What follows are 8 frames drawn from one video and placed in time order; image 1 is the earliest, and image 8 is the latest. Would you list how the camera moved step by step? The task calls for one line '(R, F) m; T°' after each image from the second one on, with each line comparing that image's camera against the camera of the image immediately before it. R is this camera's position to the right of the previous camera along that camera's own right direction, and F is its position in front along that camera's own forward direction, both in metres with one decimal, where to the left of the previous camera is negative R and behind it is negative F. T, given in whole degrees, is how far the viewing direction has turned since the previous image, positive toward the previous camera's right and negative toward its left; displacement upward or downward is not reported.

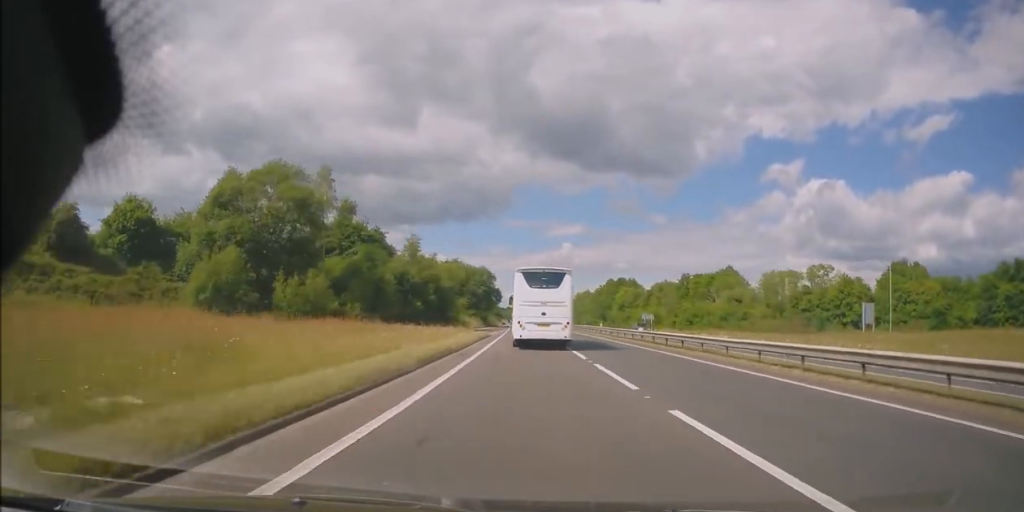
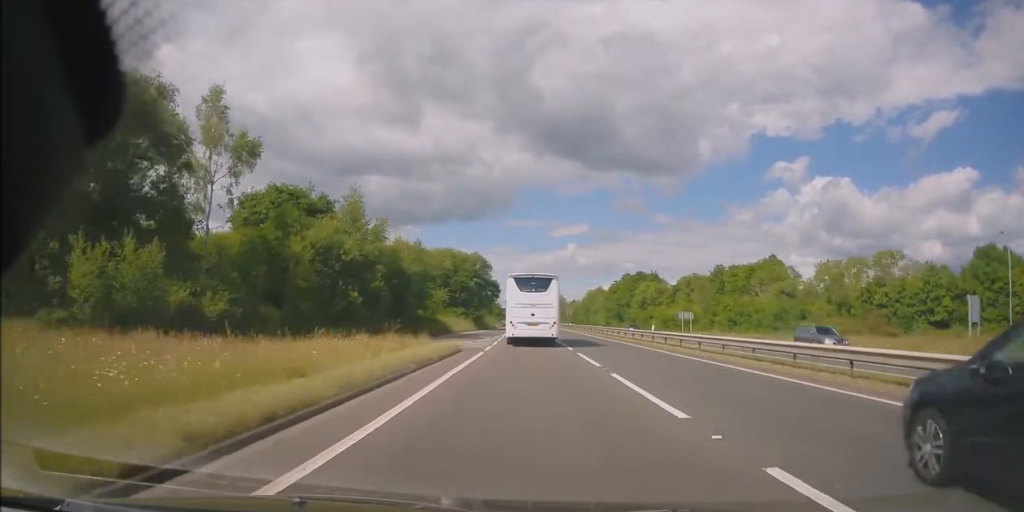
(-0.1, +21.5) m; -1°
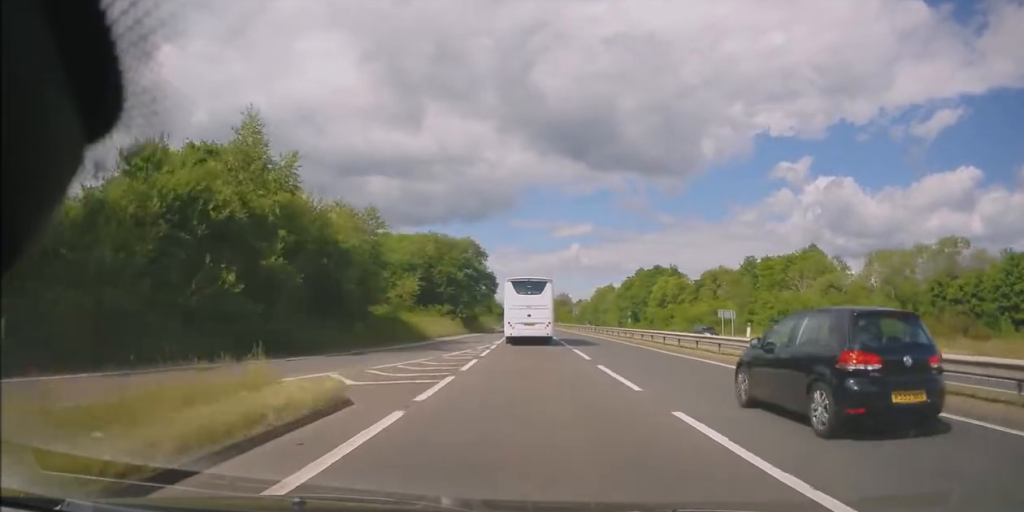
(0.0, +15.1) m; -1°
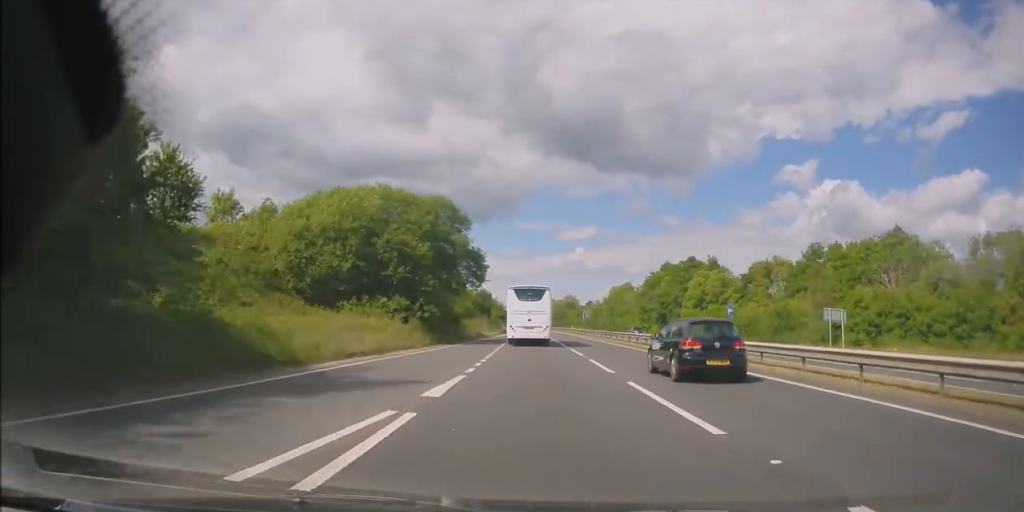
(-0.2, +23.0) m; 0°
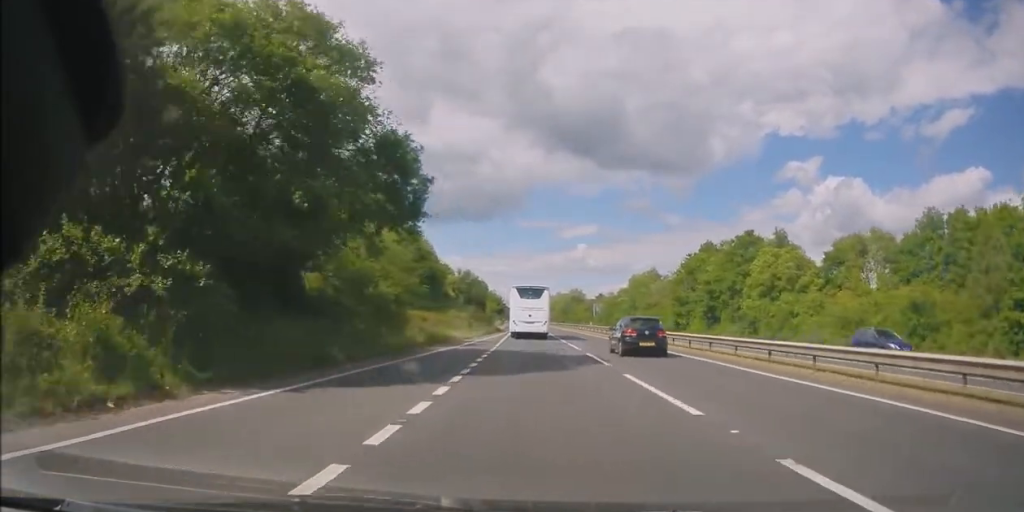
(+0.2, +26.1) m; 0°
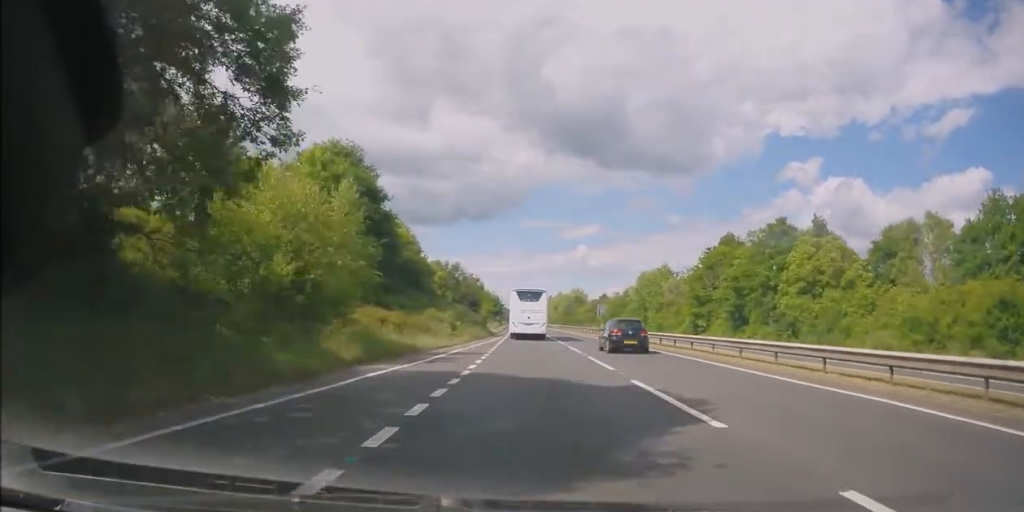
(-0.1, +10.2) m; 0°
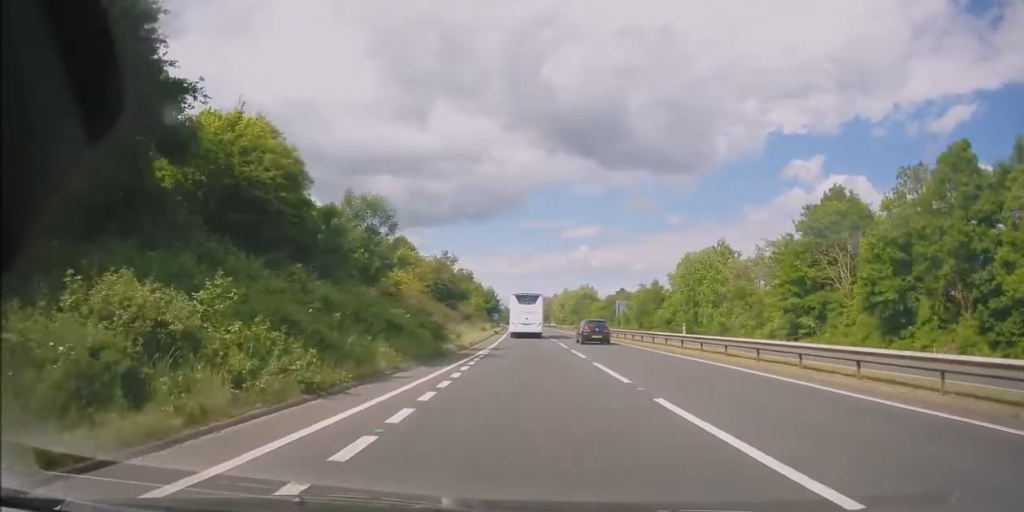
(0.0, +30.6) m; 0°
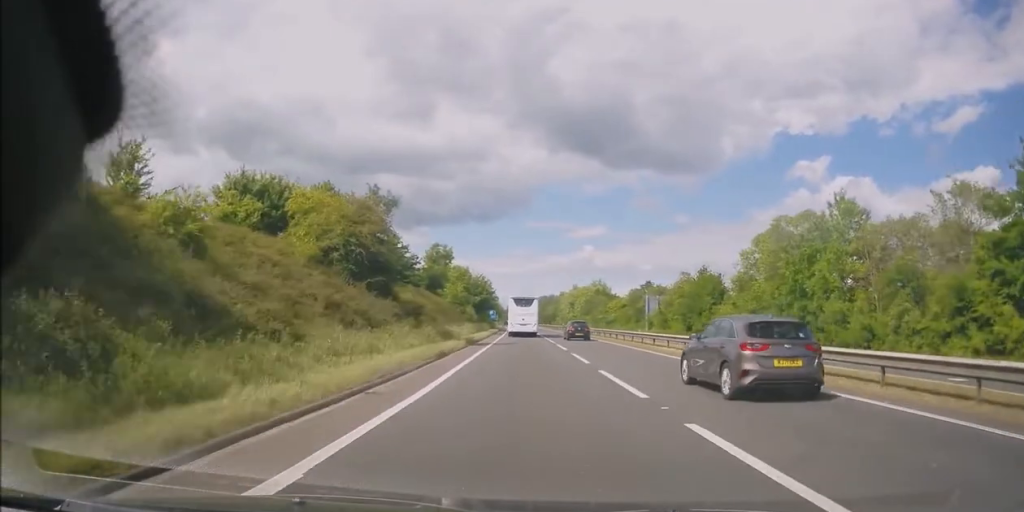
(-0.1, +30.1) m; 0°
